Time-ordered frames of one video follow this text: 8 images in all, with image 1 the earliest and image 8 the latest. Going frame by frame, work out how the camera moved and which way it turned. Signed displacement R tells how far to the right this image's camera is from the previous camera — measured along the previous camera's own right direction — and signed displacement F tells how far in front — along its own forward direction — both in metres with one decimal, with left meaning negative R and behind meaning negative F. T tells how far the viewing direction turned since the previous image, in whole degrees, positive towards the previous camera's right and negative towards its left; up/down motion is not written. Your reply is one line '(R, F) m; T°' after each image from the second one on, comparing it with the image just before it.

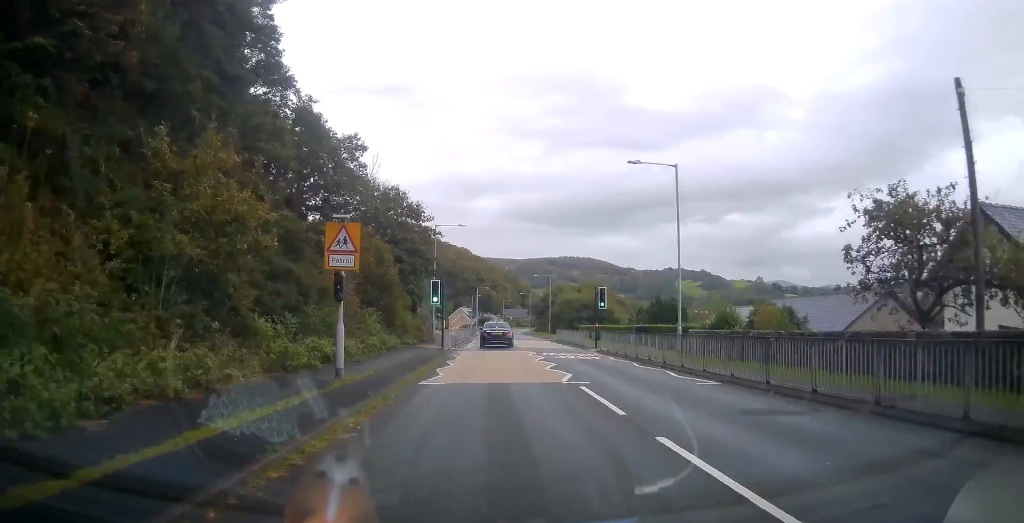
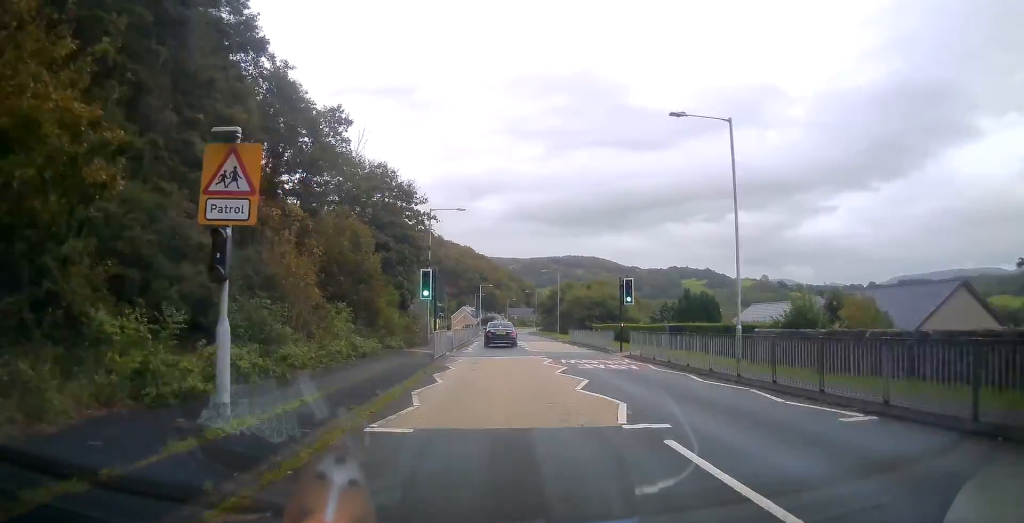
(0.0, +6.1) m; +1°
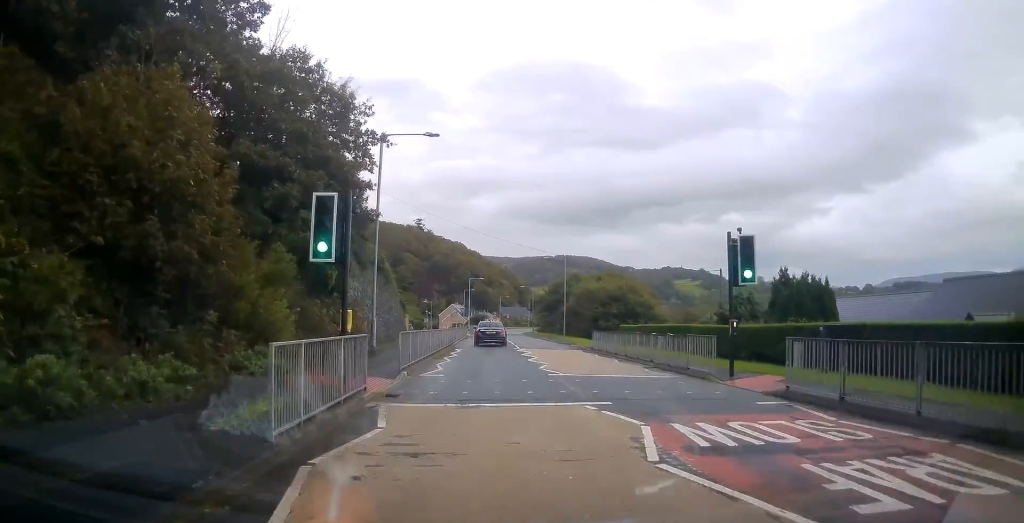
(+0.4, +15.0) m; +3°
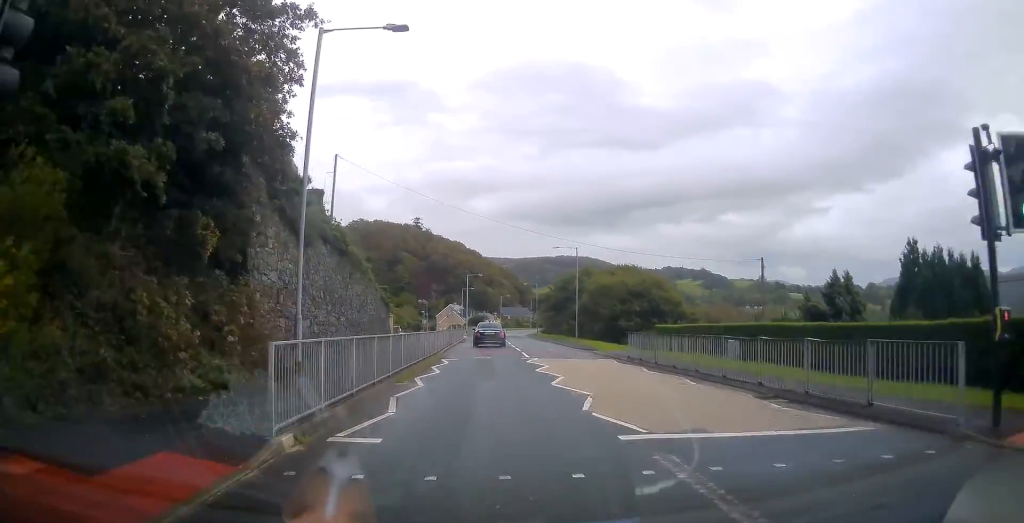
(+0.1, +8.9) m; 0°
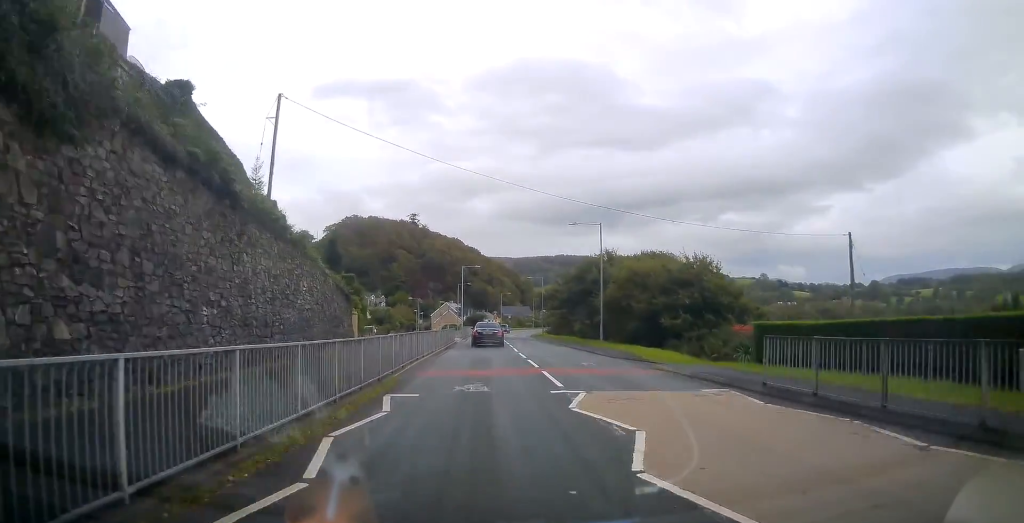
(0.0, +12.6) m; -1°
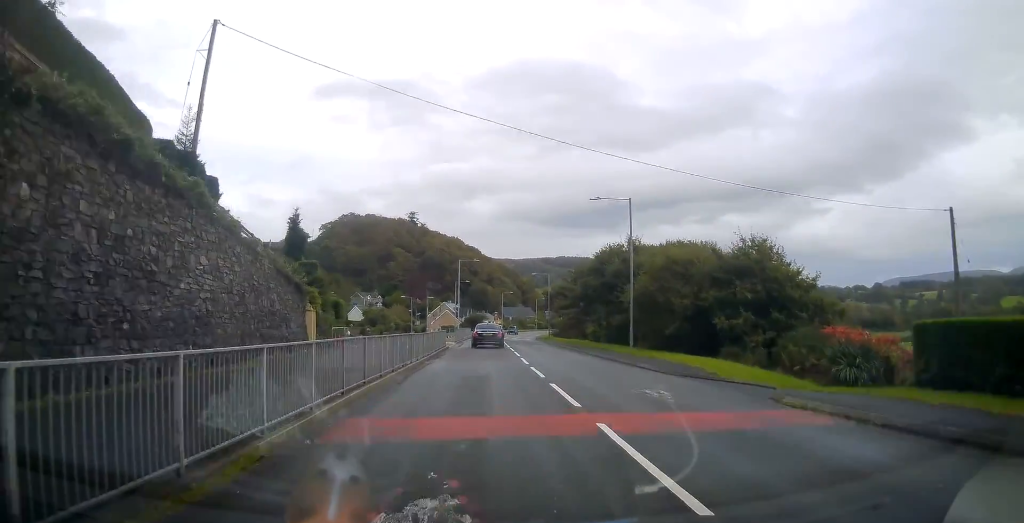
(0.0, +8.9) m; -1°
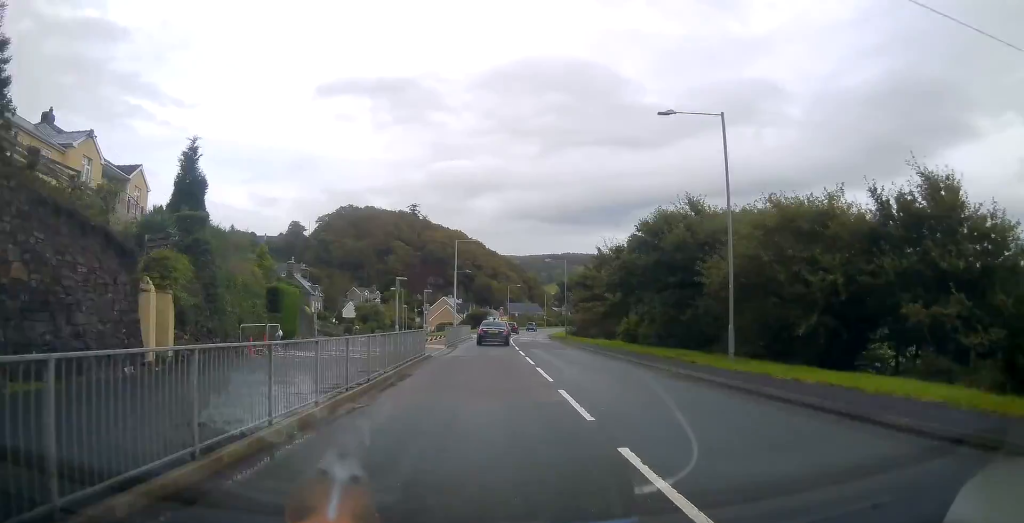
(-0.4, +13.5) m; -1°
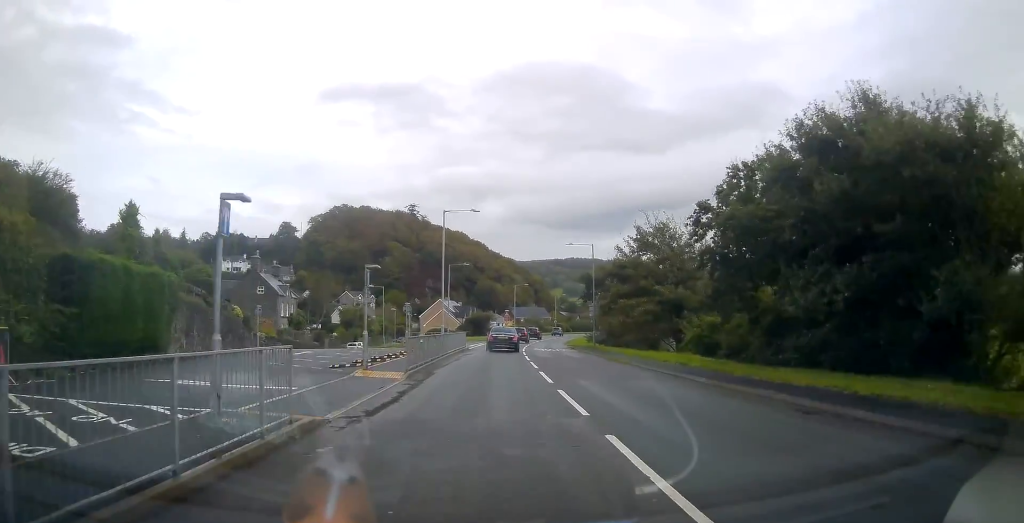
(+0.4, +16.3) m; +1°
